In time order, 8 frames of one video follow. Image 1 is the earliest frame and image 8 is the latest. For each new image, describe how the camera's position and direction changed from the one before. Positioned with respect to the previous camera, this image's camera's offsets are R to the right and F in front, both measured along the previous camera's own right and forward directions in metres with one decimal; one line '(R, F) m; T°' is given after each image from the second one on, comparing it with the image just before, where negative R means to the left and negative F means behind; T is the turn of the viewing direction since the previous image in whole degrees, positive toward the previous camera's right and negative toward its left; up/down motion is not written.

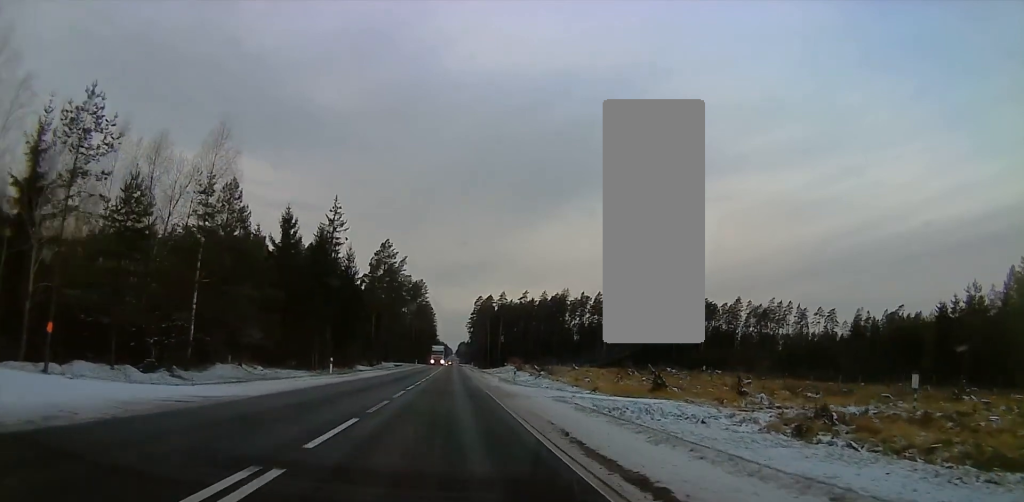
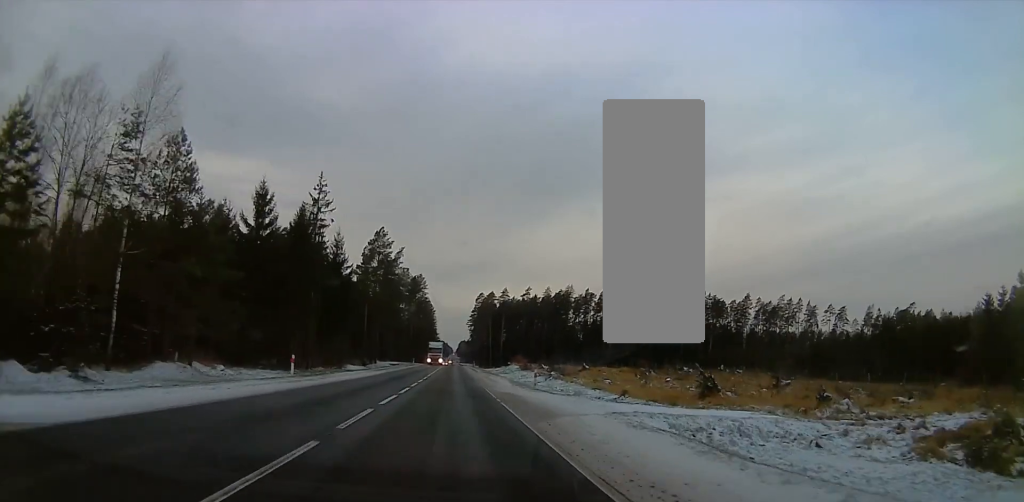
(0.0, +10.5) m; 0°
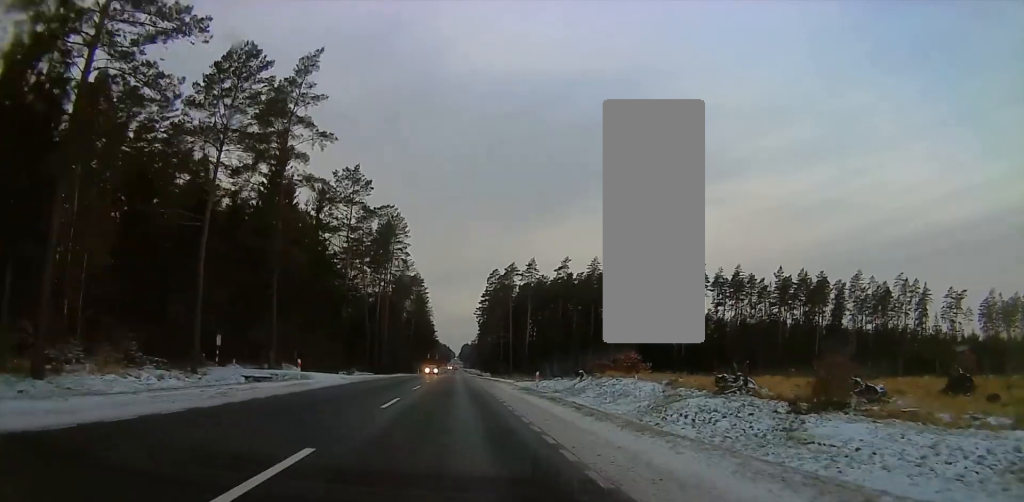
(0.0, +94.3) m; 0°
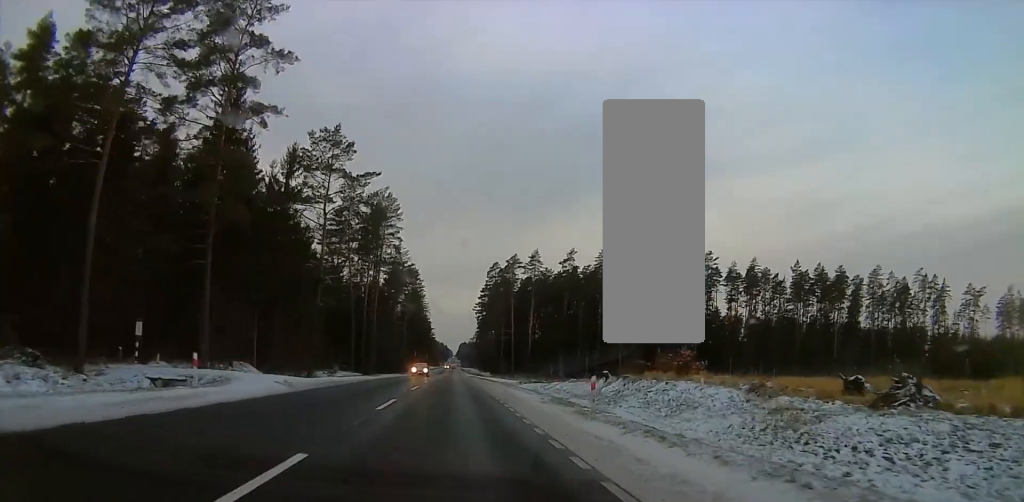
(0.0, +13.9) m; 0°
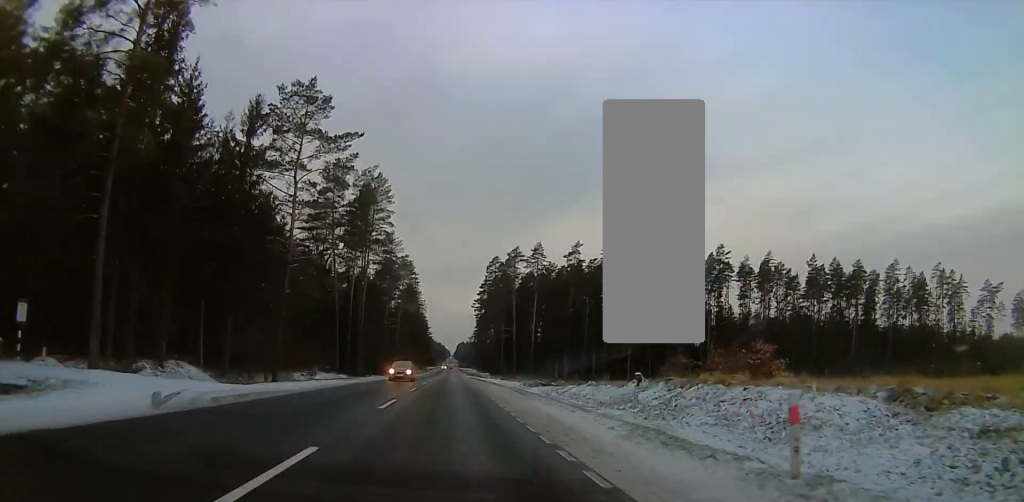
(0.0, +10.9) m; 0°
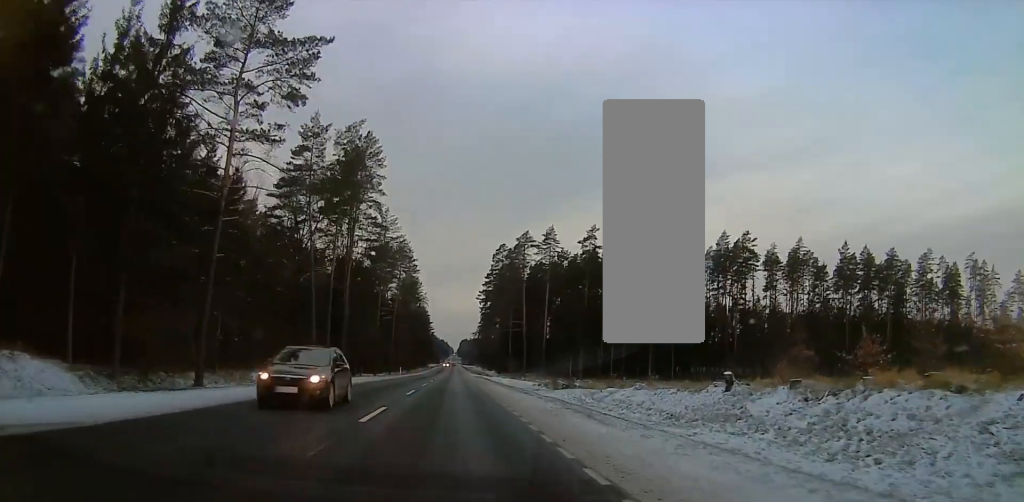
(0.0, +16.9) m; 0°
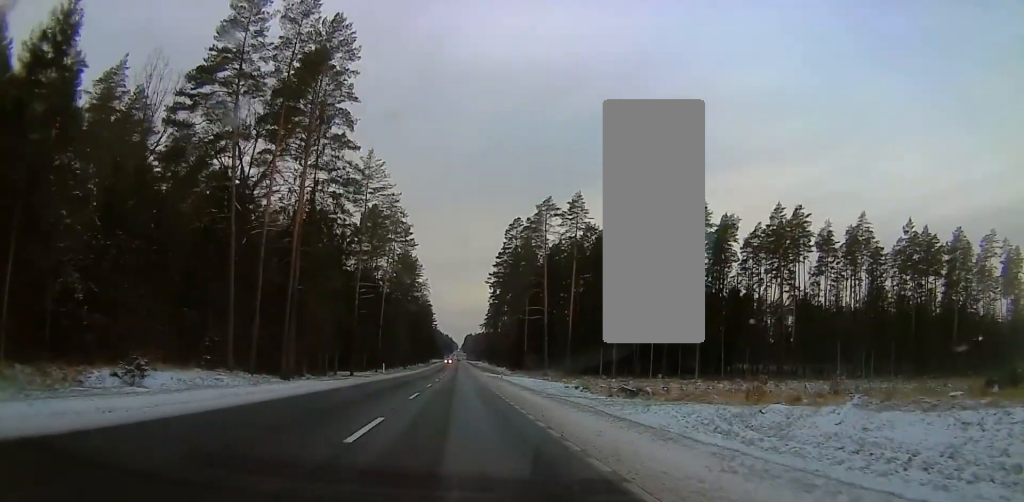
(0.0, +28.9) m; 0°
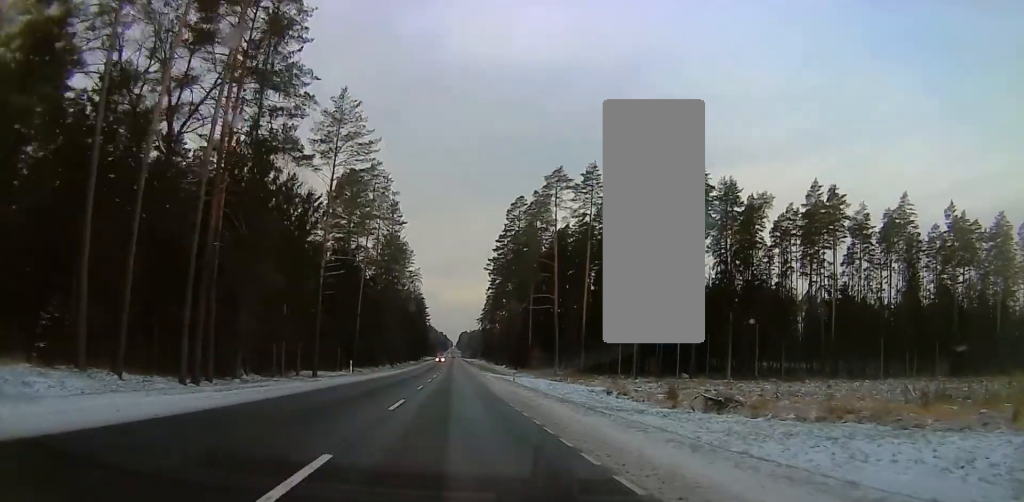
(0.0, +19.0) m; 0°
